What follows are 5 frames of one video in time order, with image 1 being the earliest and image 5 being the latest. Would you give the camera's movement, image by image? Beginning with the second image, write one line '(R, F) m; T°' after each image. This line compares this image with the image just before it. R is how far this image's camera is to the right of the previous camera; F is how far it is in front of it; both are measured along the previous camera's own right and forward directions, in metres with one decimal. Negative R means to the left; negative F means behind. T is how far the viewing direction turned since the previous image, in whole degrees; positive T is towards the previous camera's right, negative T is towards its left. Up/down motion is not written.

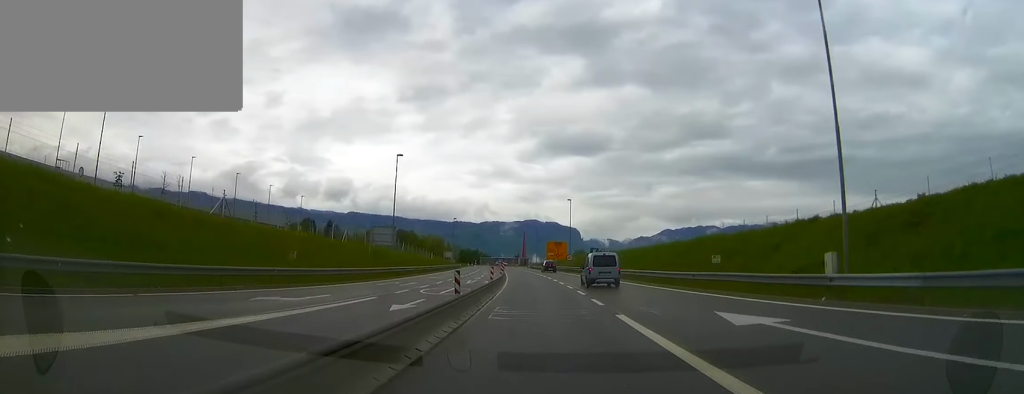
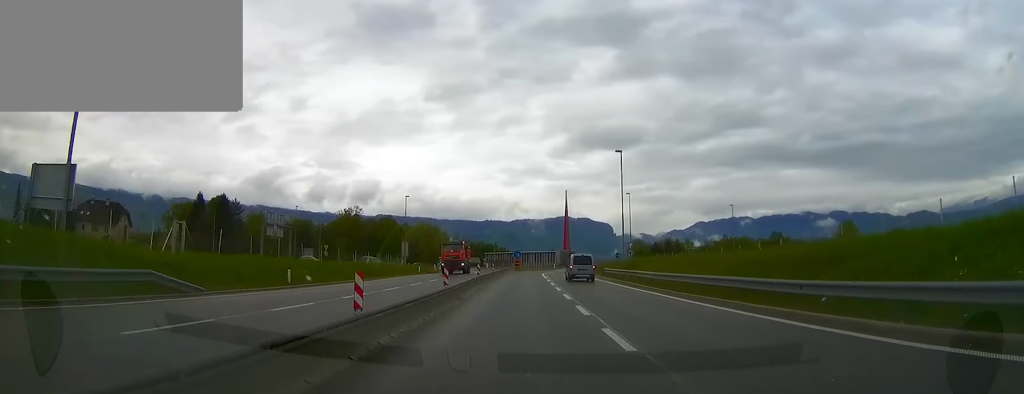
(-3.4, +98.8) m; -2°
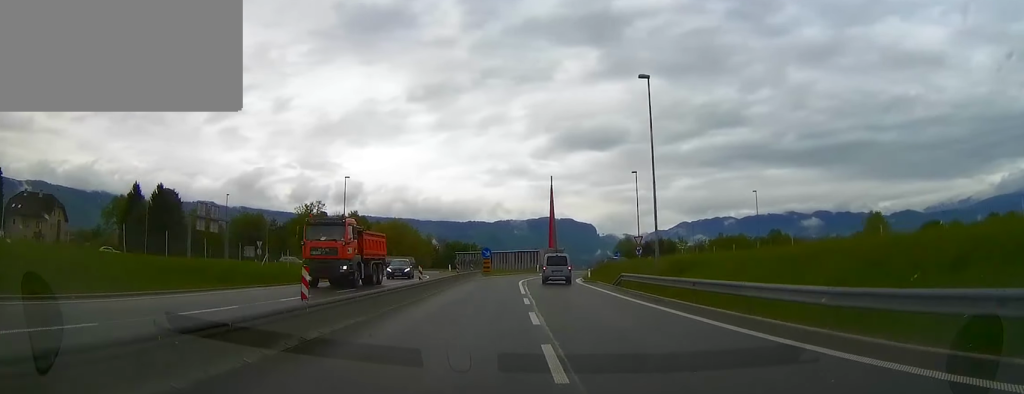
(+0.4, +16.6) m; +1°
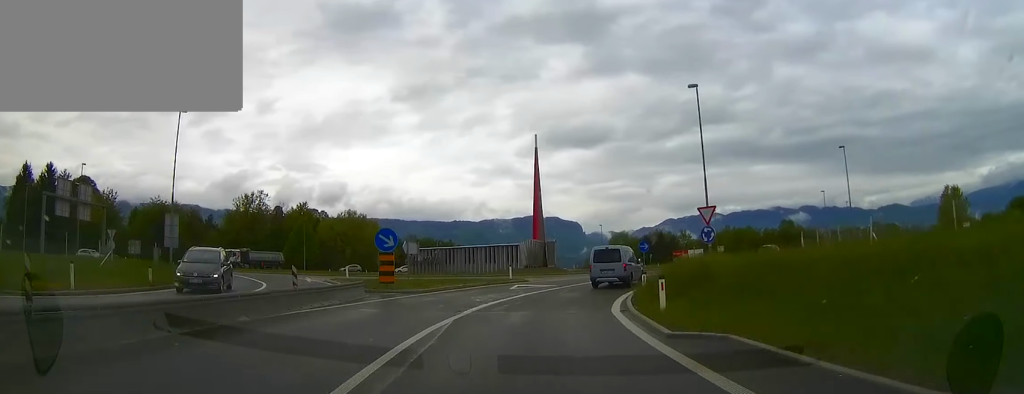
(+0.3, +24.4) m; +4°
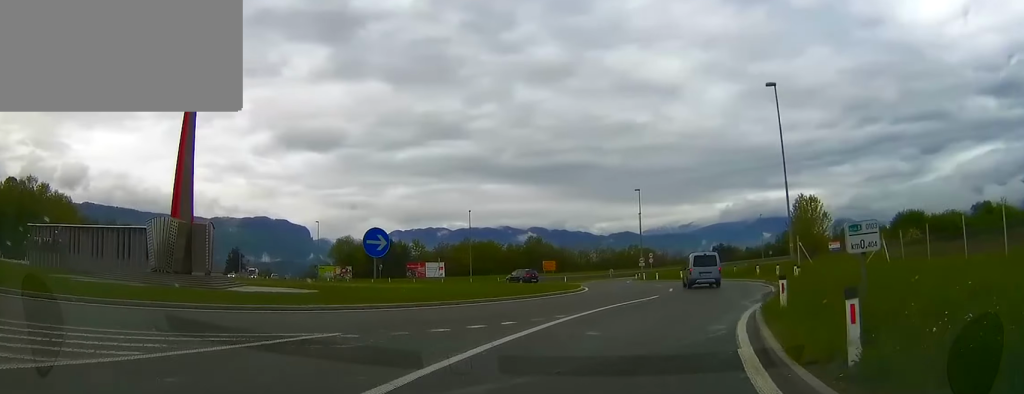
(+2.6, +32.1) m; +14°
